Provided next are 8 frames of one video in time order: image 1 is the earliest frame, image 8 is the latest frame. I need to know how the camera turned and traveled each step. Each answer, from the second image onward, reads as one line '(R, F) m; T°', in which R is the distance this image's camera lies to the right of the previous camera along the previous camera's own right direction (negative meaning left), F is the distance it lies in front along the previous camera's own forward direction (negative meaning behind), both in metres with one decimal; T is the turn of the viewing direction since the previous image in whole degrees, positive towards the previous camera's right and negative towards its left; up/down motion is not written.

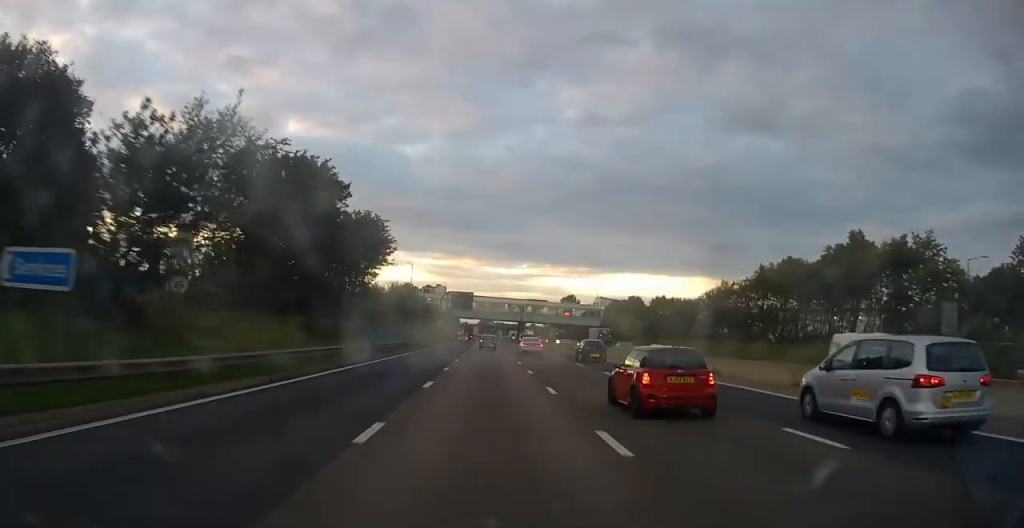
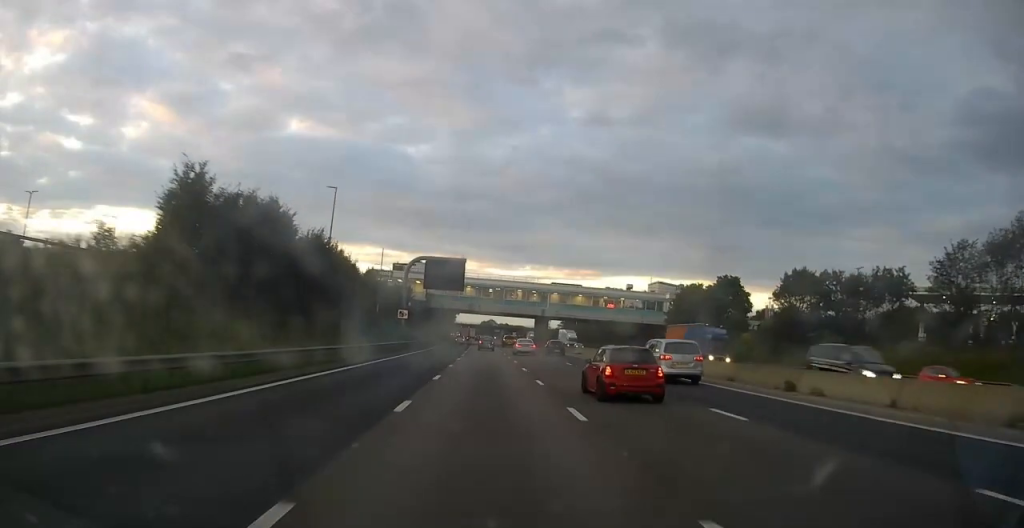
(-0.4, +60.8) m; -1°
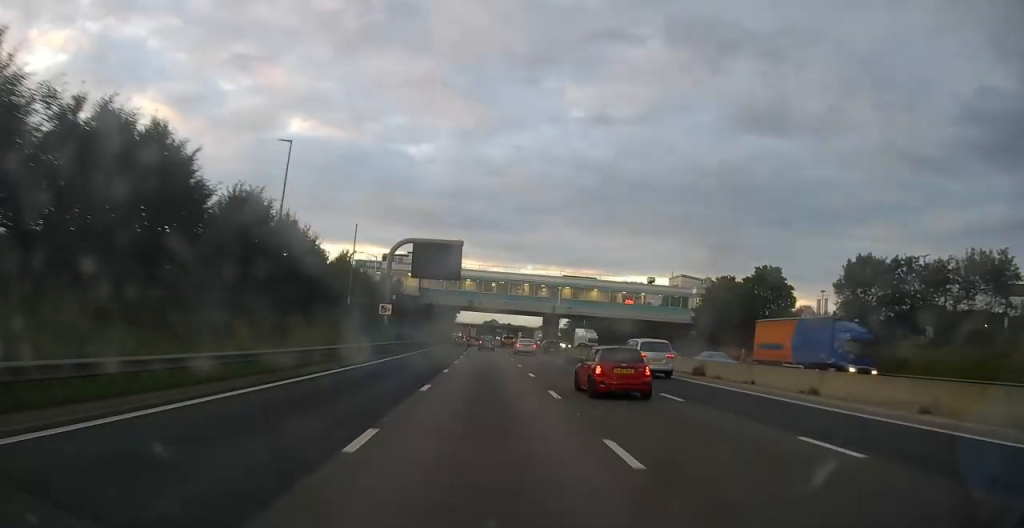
(0.0, +13.9) m; 0°
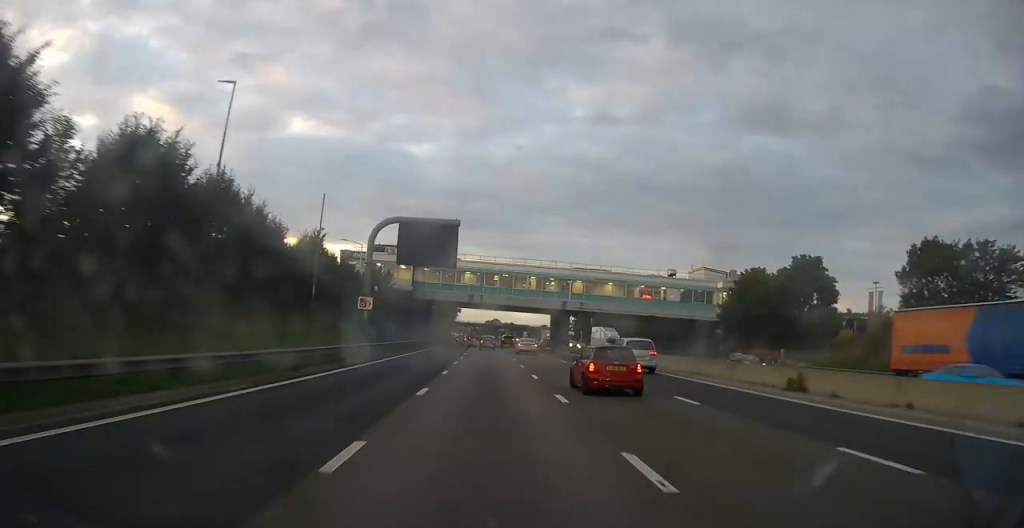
(0.0, +10.5) m; 0°
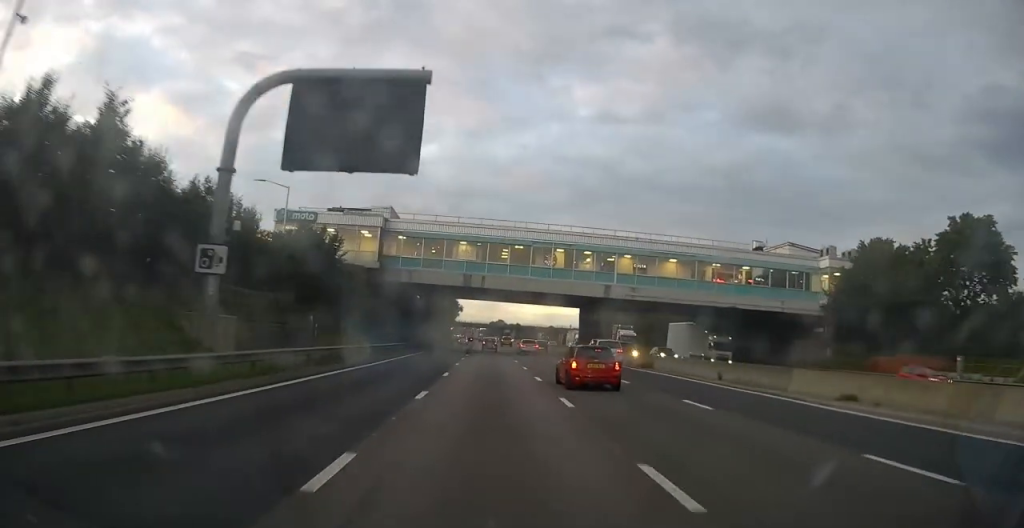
(0.0, +28.1) m; 0°
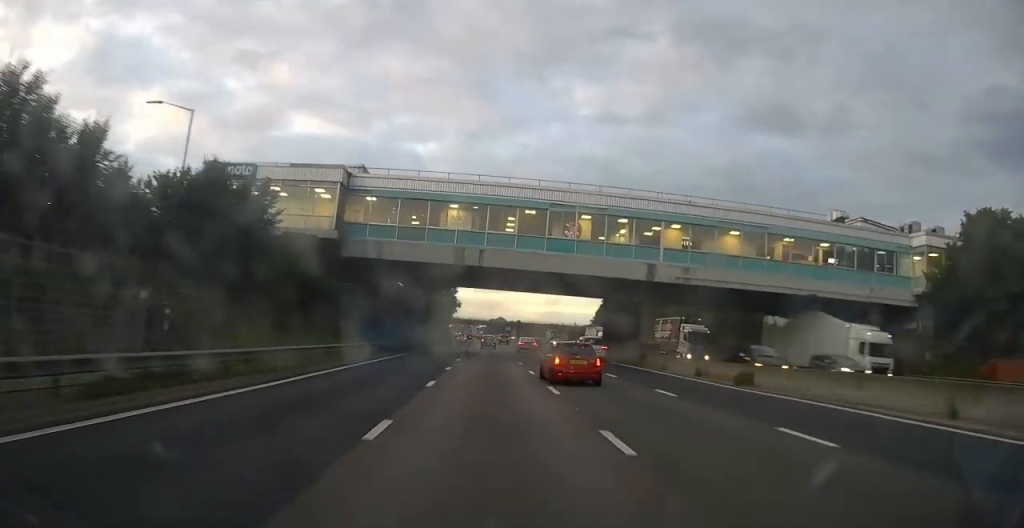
(0.0, +15.2) m; 0°
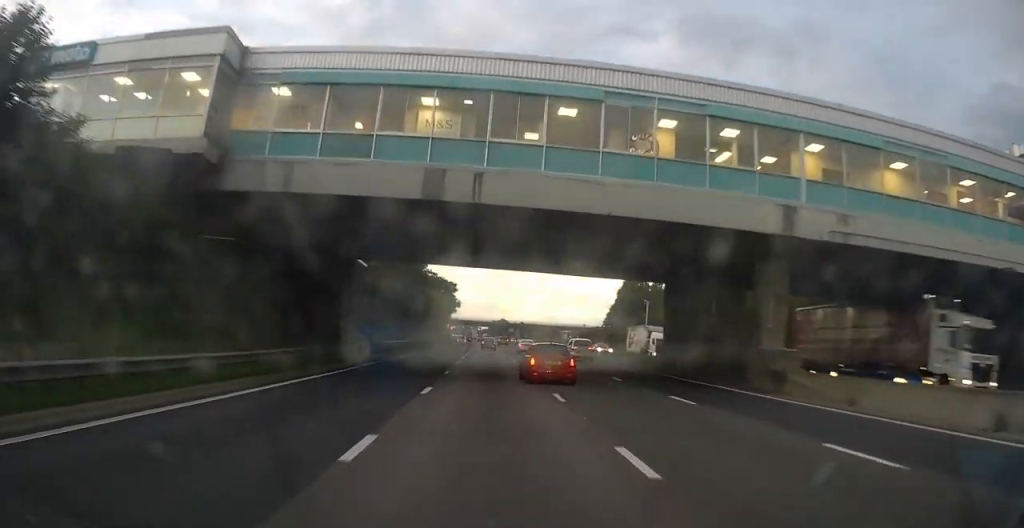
(-0.2, +19.2) m; 0°
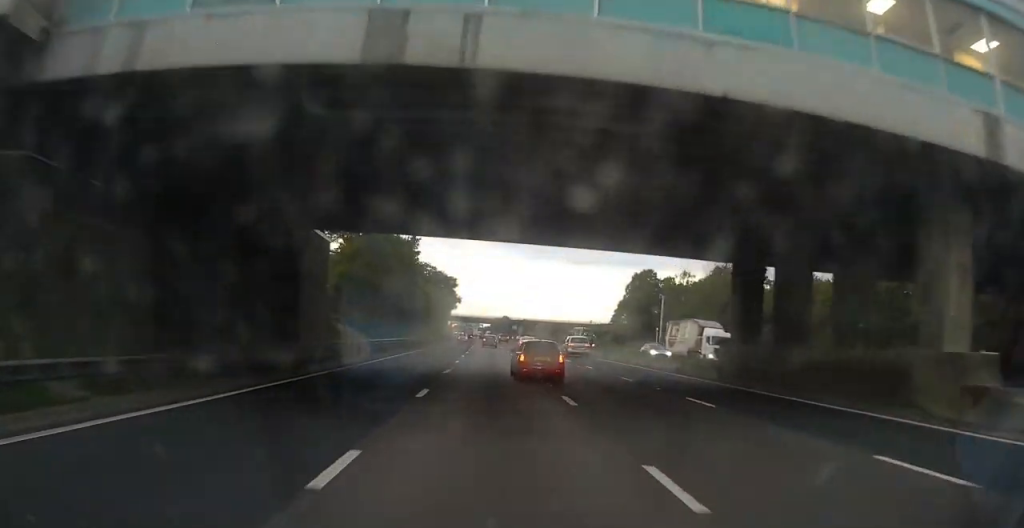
(0.0, +10.5) m; 0°
